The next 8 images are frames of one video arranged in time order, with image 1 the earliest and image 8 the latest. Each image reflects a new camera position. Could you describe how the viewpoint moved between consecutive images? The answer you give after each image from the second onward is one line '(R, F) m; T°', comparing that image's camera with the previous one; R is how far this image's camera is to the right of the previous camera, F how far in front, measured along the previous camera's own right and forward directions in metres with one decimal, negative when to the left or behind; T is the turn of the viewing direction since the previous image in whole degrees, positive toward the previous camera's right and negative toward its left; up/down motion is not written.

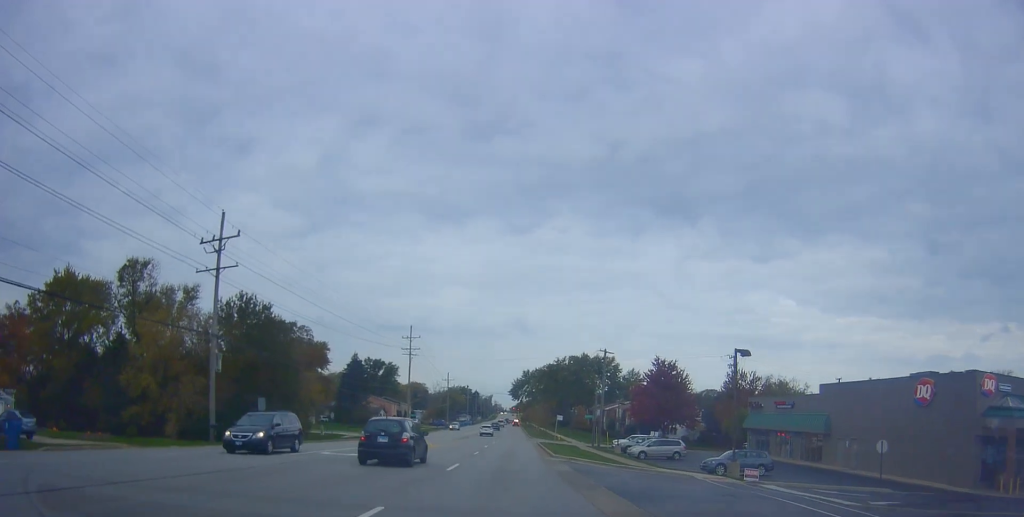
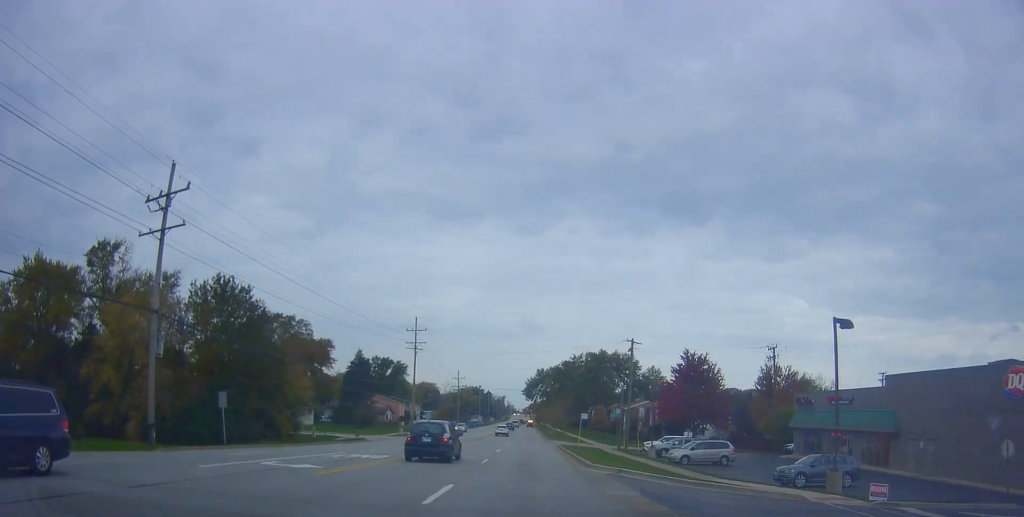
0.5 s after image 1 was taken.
(+0.1, +7.6) m; 0°
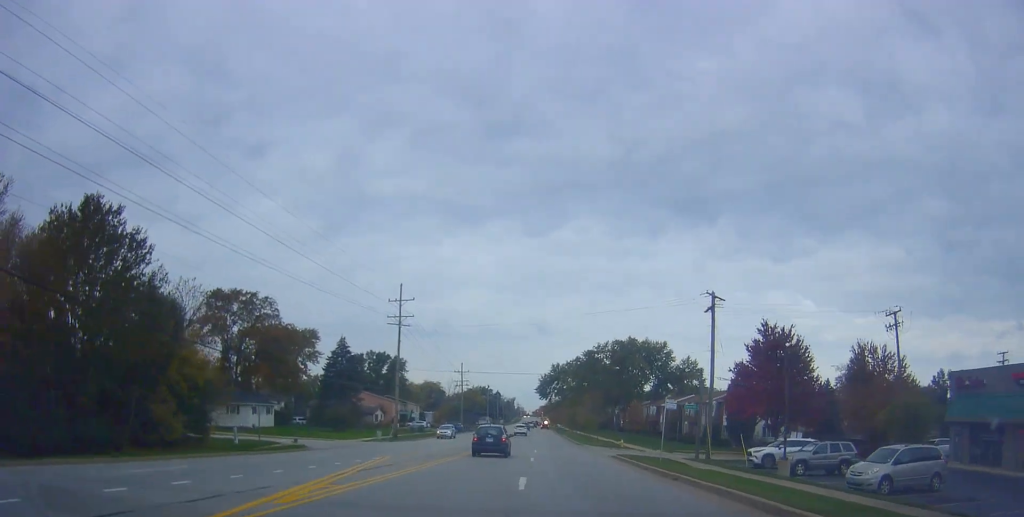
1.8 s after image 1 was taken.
(0.0, +19.9) m; -2°
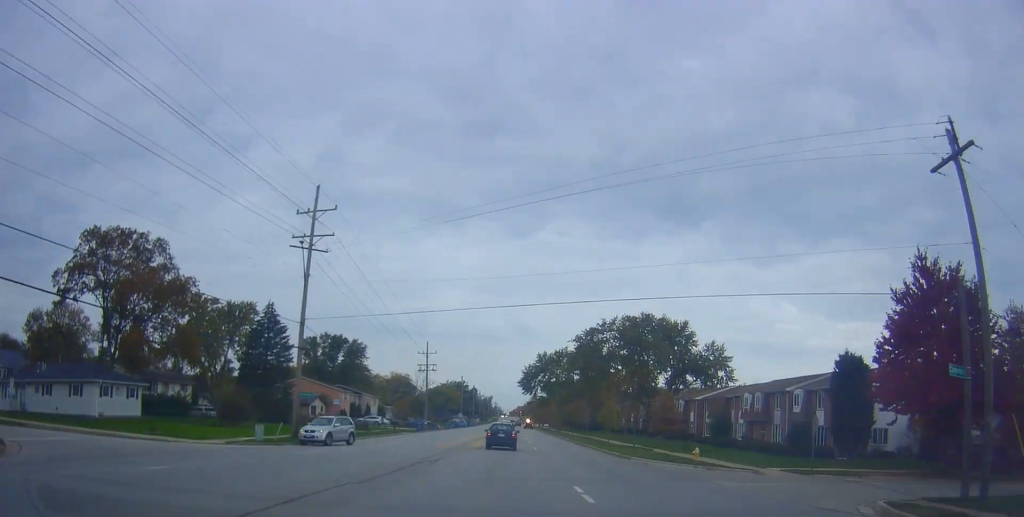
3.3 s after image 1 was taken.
(-0.8, +25.7) m; 0°
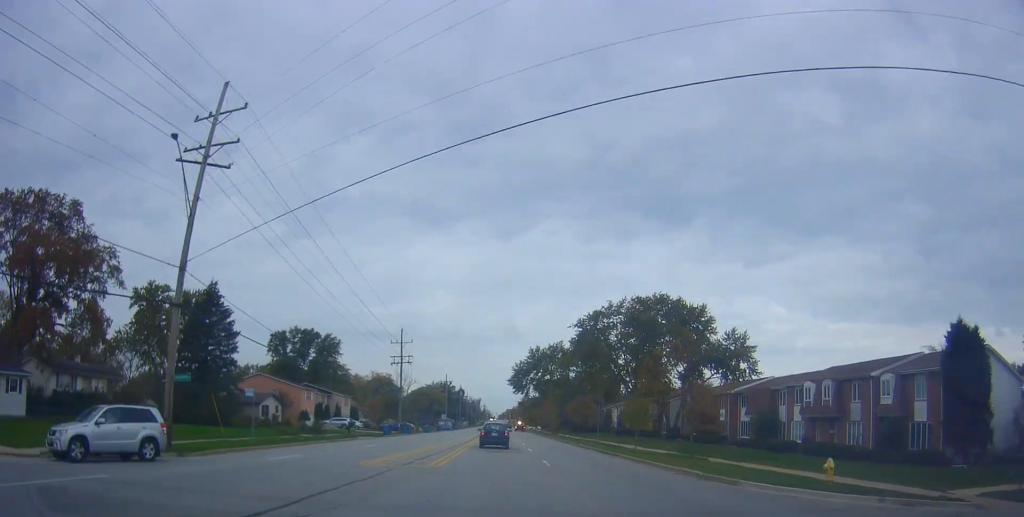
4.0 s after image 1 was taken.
(+0.3, +14.2) m; +3°
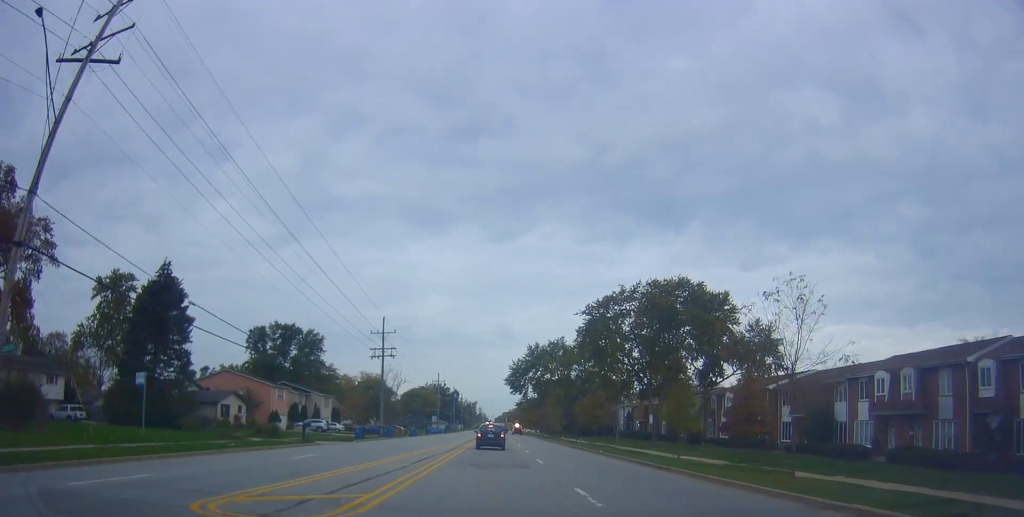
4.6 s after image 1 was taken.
(+0.2, +10.2) m; +1°
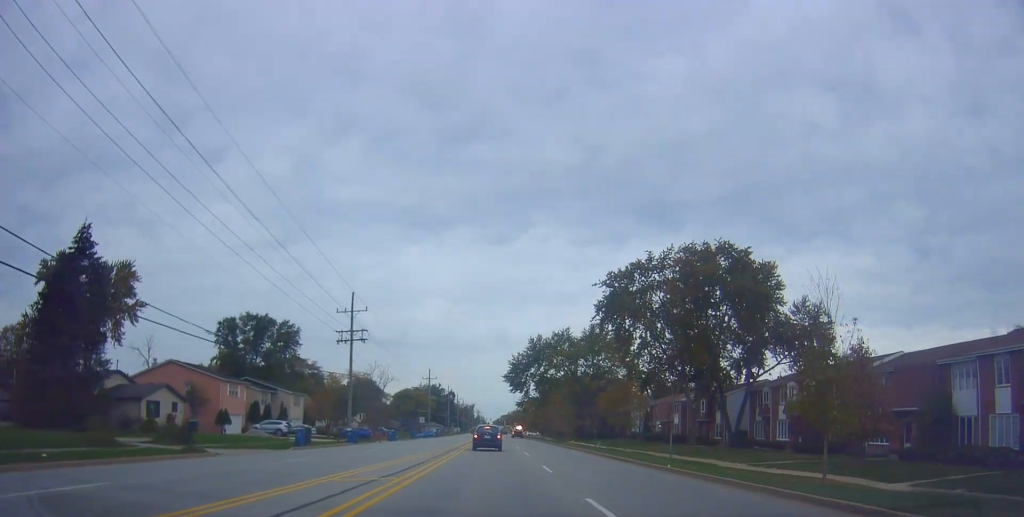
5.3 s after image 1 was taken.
(+0.3, +14.1) m; 0°
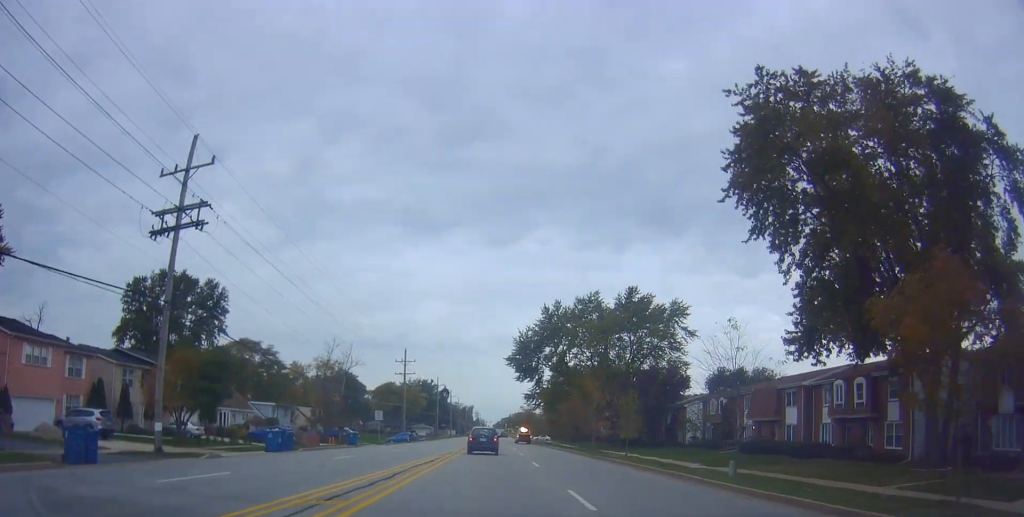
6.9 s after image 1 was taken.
(-0.1, +33.1) m; 0°
